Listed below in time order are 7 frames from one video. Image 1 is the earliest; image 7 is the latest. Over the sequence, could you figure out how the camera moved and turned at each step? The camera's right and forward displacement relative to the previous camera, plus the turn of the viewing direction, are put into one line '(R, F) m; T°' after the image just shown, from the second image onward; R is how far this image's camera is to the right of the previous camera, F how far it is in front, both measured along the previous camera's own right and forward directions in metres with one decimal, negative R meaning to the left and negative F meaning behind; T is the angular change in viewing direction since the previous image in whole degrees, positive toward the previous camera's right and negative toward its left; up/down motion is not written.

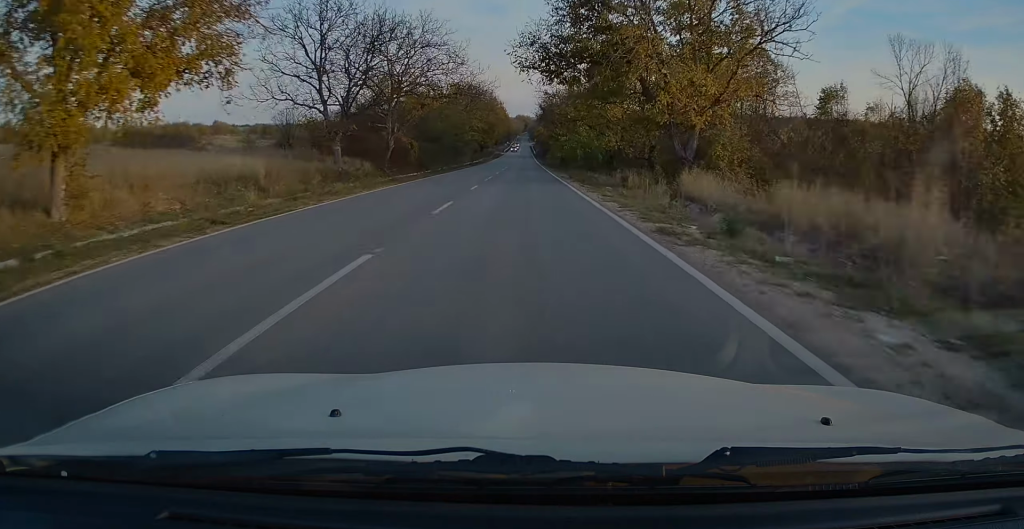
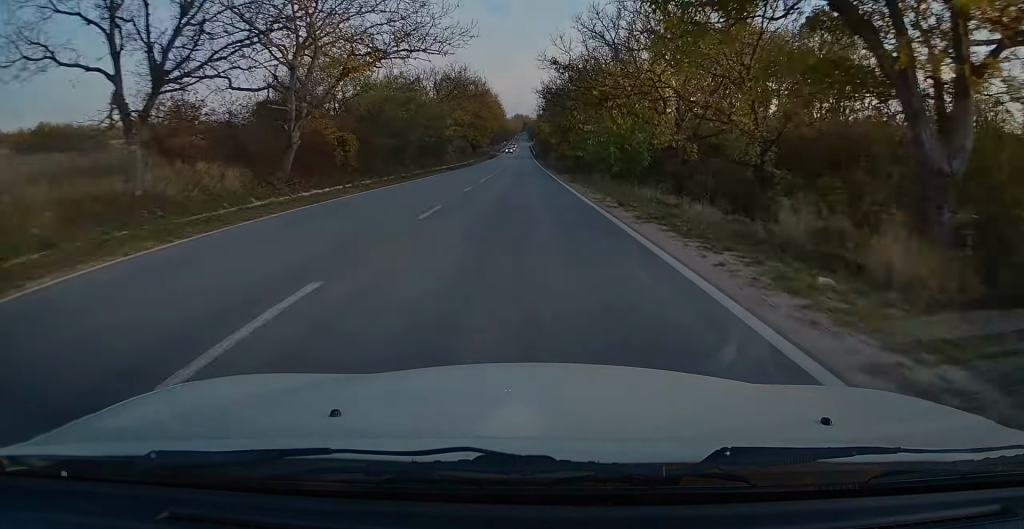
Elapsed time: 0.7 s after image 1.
(+0.1, +19.3) m; 0°
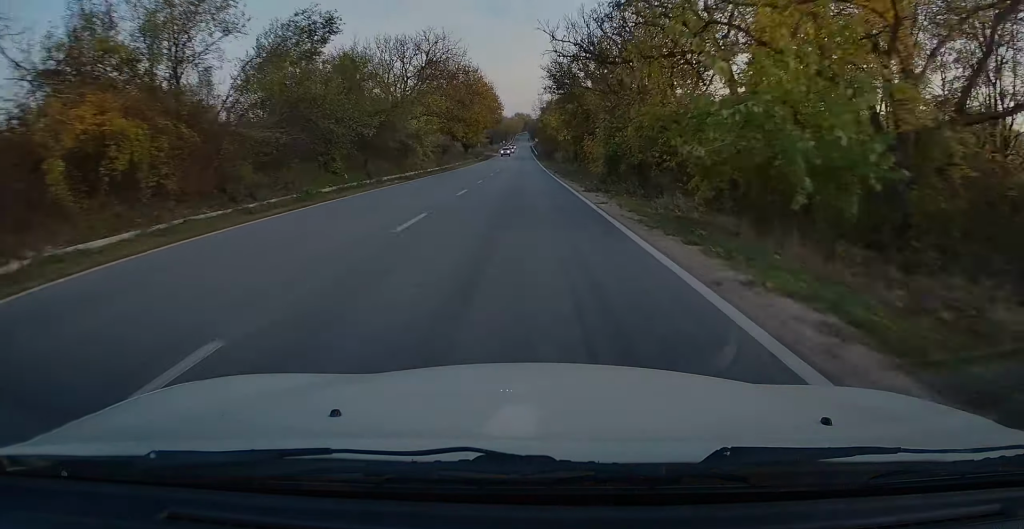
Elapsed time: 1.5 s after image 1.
(0.0, +19.9) m; 0°
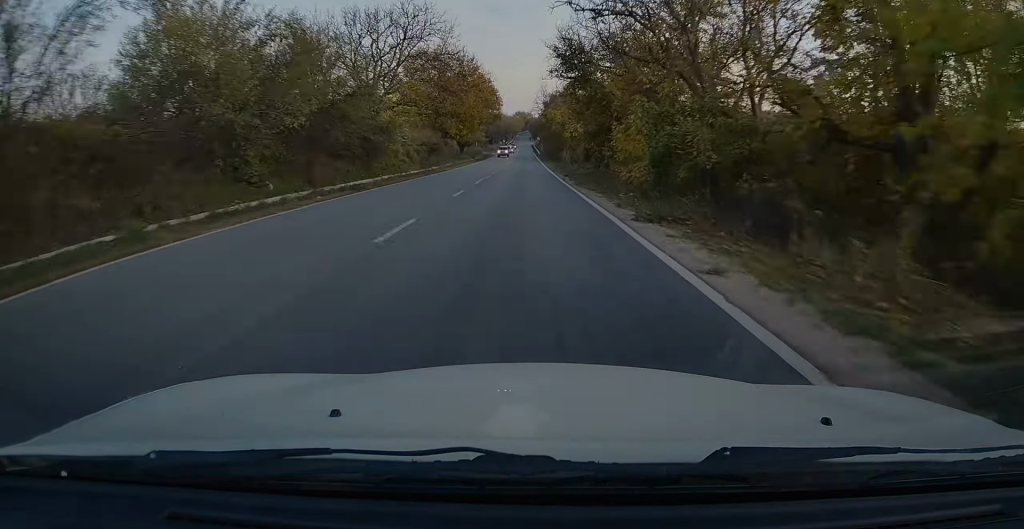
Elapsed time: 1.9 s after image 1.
(-0.1, +10.3) m; 0°
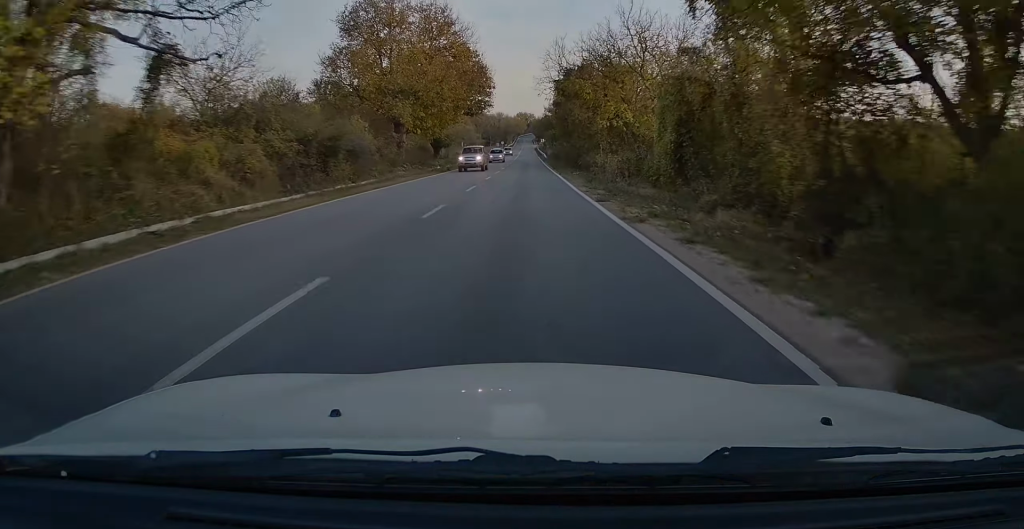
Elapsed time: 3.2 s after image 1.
(0.0, +32.1) m; -1°
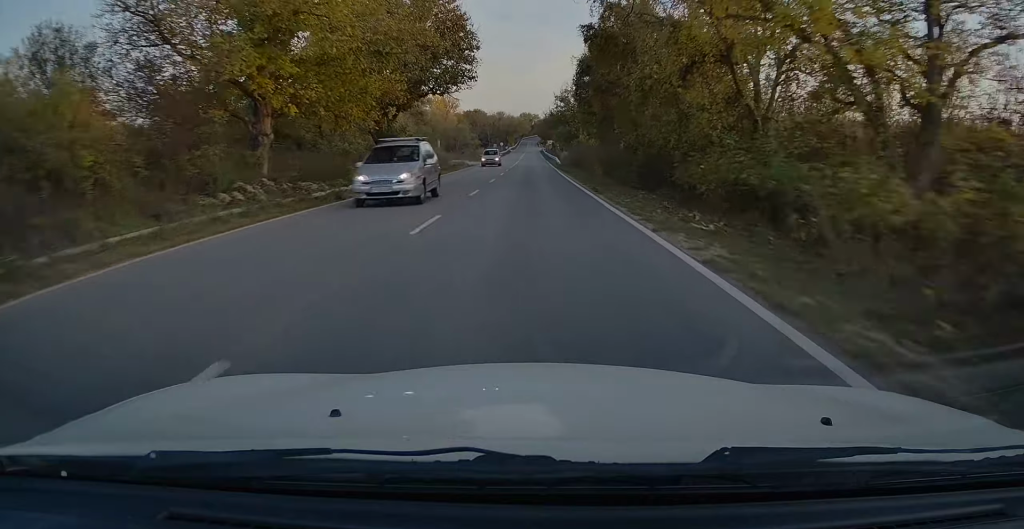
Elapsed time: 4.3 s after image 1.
(-0.3, +29.1) m; 0°
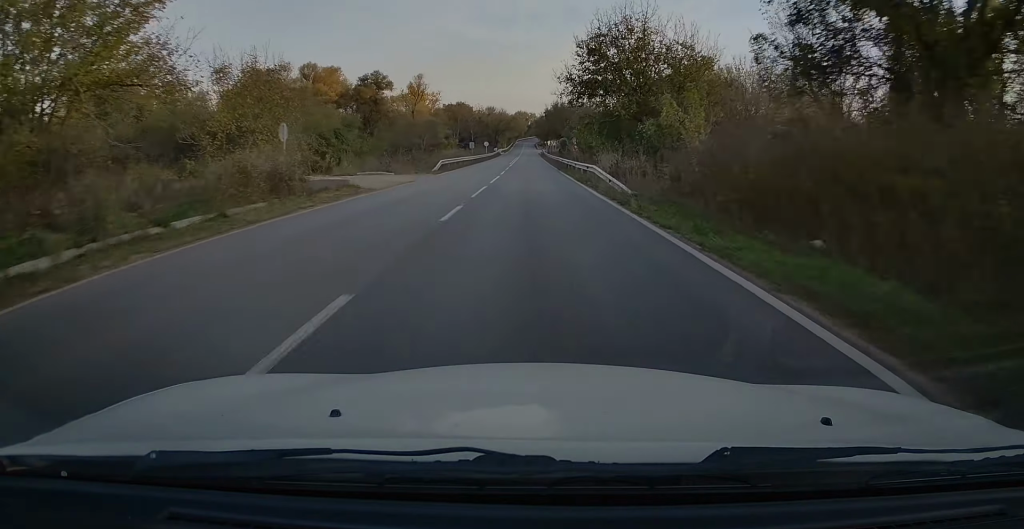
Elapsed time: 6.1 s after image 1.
(+0.2, +42.9) m; 0°
